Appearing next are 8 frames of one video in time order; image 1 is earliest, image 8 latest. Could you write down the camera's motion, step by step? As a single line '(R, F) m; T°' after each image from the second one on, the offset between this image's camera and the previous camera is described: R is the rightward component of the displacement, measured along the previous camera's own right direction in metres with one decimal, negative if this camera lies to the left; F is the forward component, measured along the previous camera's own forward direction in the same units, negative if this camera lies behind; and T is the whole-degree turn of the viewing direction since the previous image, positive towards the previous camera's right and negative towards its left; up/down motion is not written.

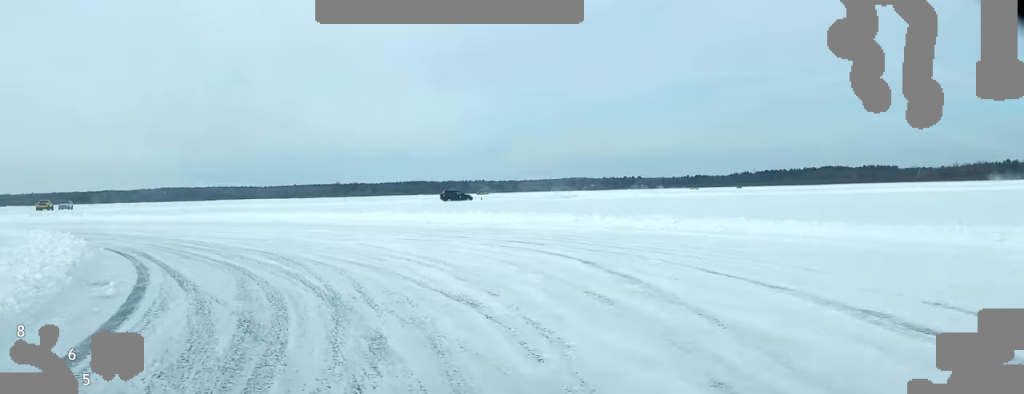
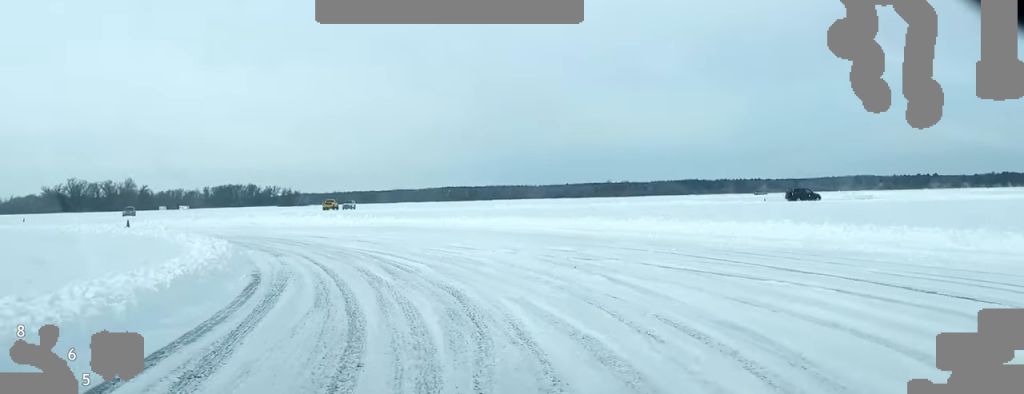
(-1.4, +10.4) m; -11°
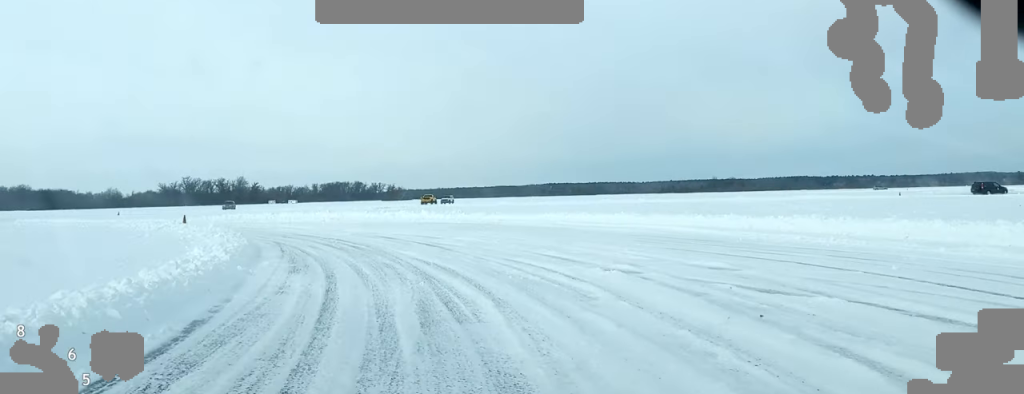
(-0.5, +8.3) m; -5°
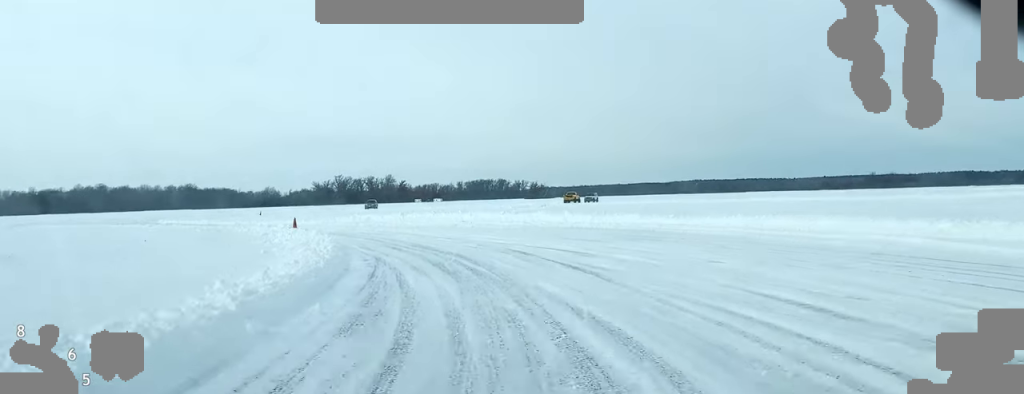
(-0.1, +8.4) m; -3°
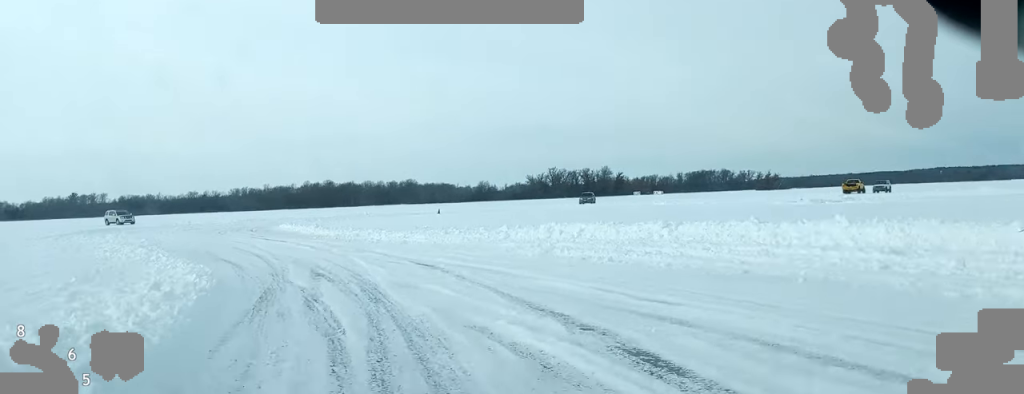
(-7.2, +37.5) m; -23°
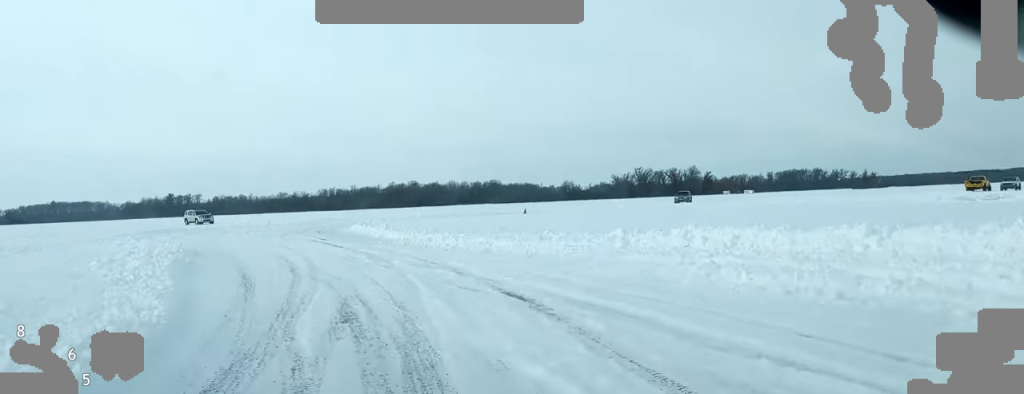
(0.0, +7.6) m; -4°
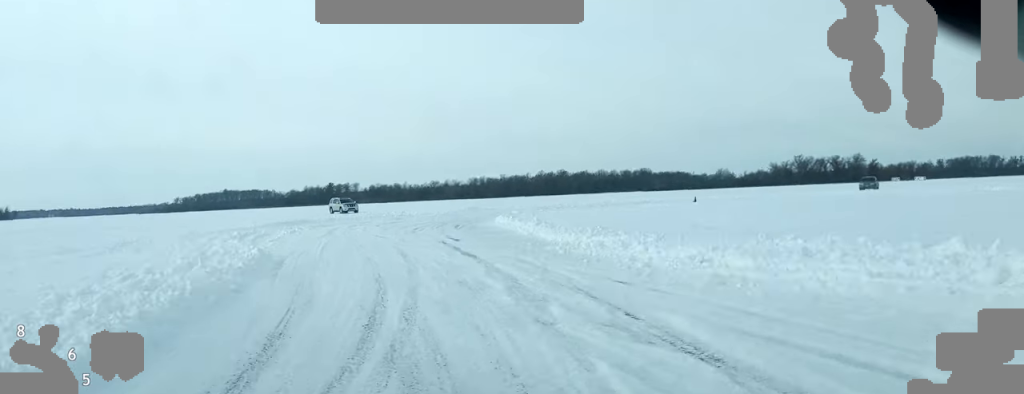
(-0.7, +9.5) m; -4°
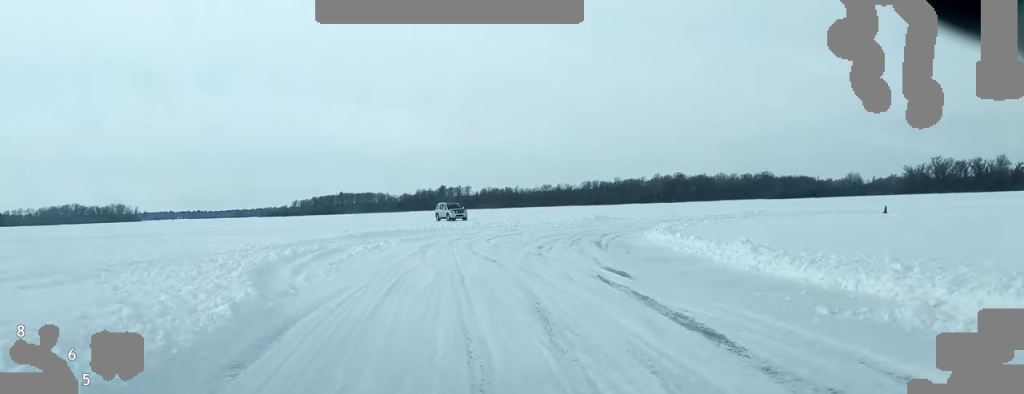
(-0.6, +12.4) m; -3°
